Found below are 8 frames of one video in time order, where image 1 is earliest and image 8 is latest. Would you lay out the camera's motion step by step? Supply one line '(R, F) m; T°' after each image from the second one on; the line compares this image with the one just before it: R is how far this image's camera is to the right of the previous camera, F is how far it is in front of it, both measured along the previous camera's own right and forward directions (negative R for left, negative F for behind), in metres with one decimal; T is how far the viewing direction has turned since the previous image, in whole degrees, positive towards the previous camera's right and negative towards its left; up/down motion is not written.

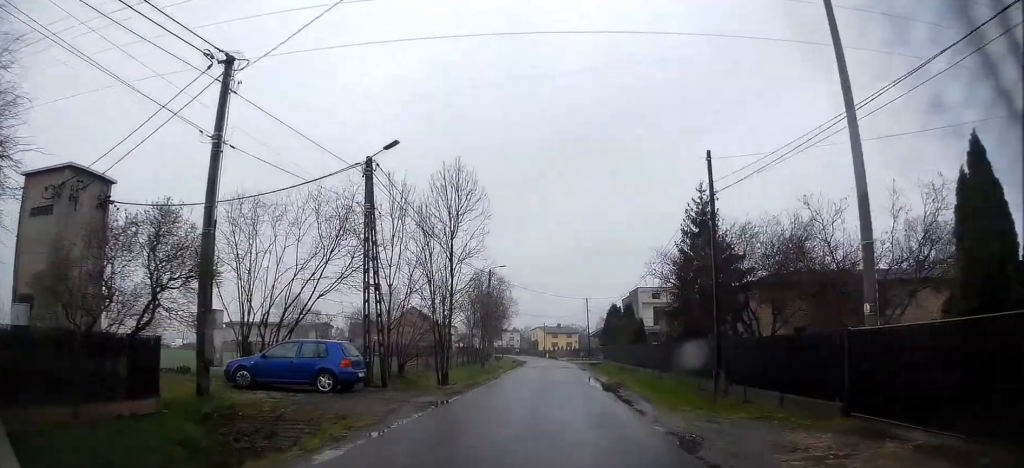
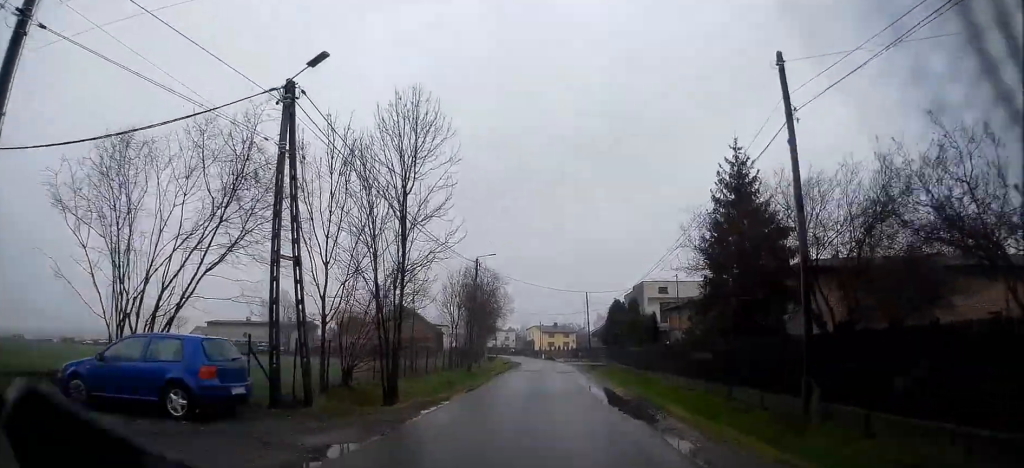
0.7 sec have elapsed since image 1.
(0.0, +6.8) m; +1°
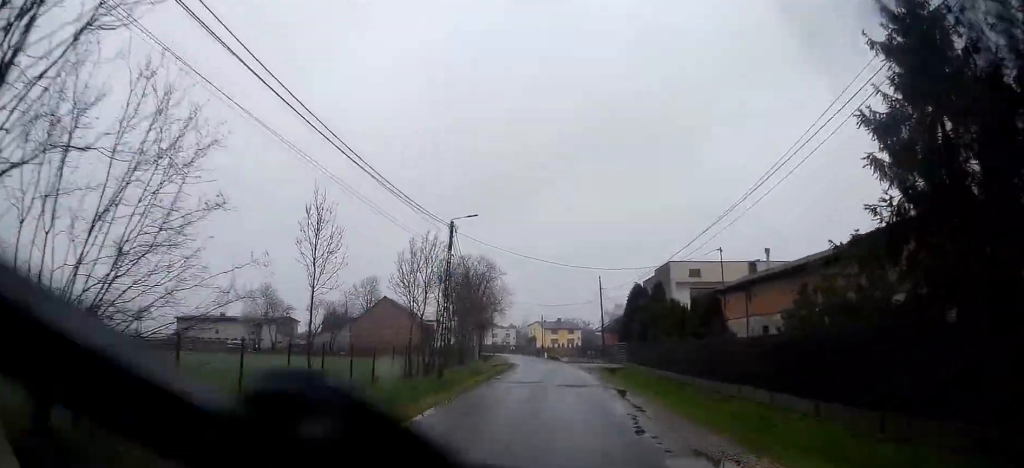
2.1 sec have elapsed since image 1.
(+0.1, +13.3) m; 0°
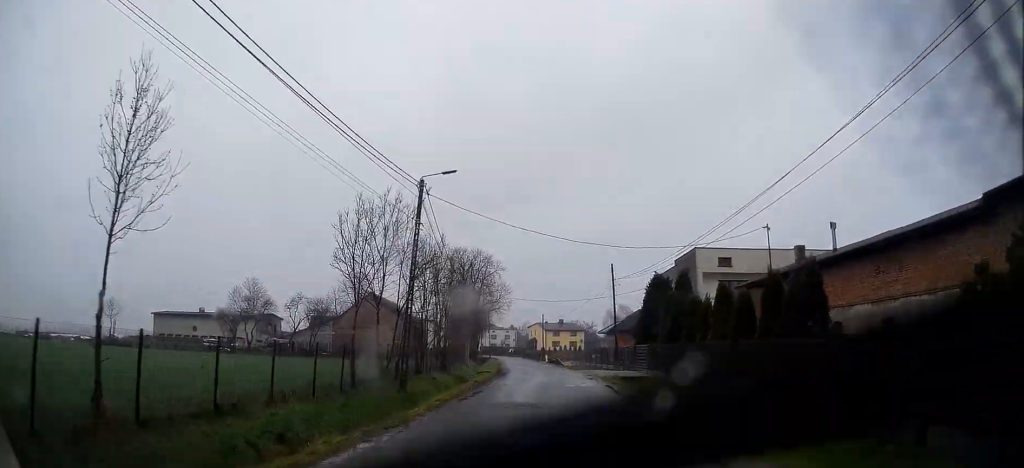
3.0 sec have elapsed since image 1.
(0.0, +8.8) m; 0°
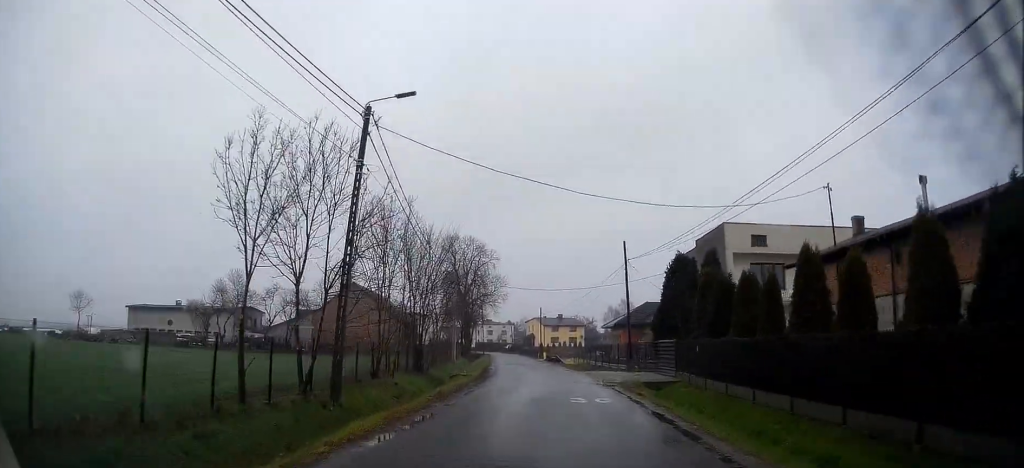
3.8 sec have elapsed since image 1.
(0.0, +7.8) m; 0°
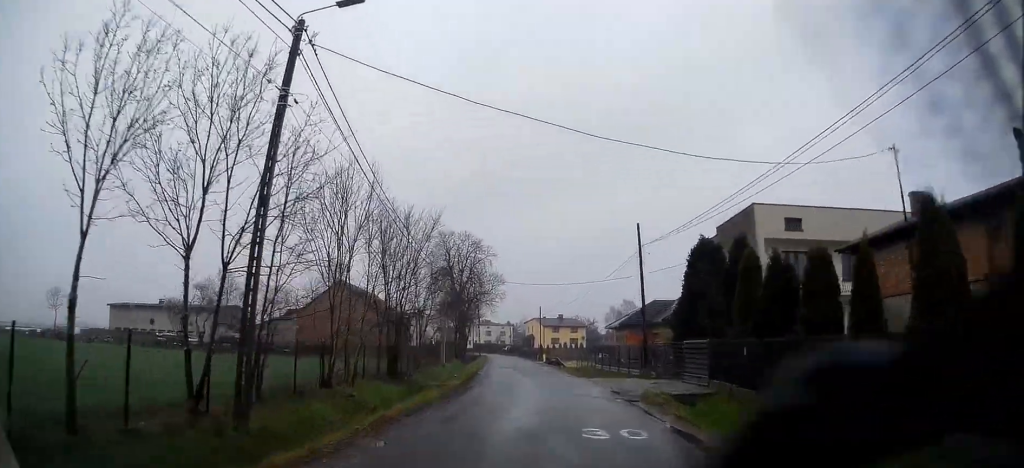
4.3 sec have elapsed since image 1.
(0.0, +5.5) m; 0°
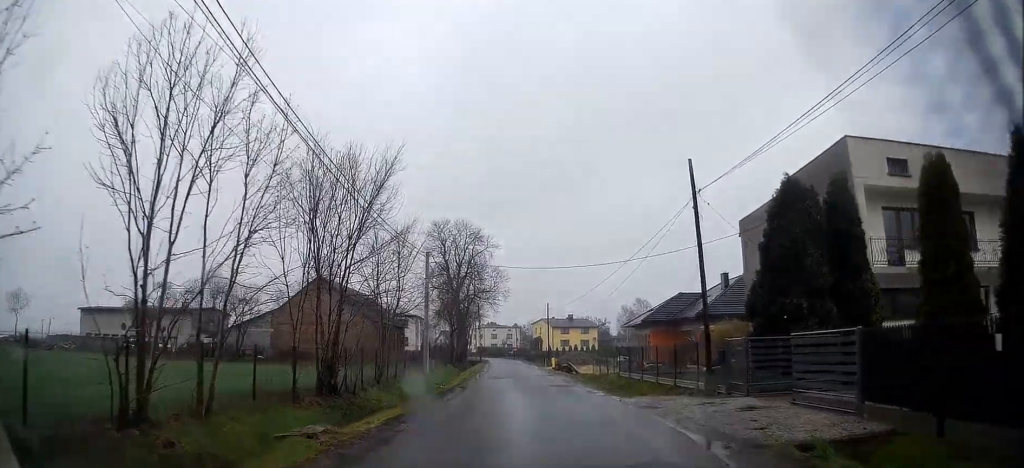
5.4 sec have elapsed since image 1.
(-0.1, +10.1) m; -1°
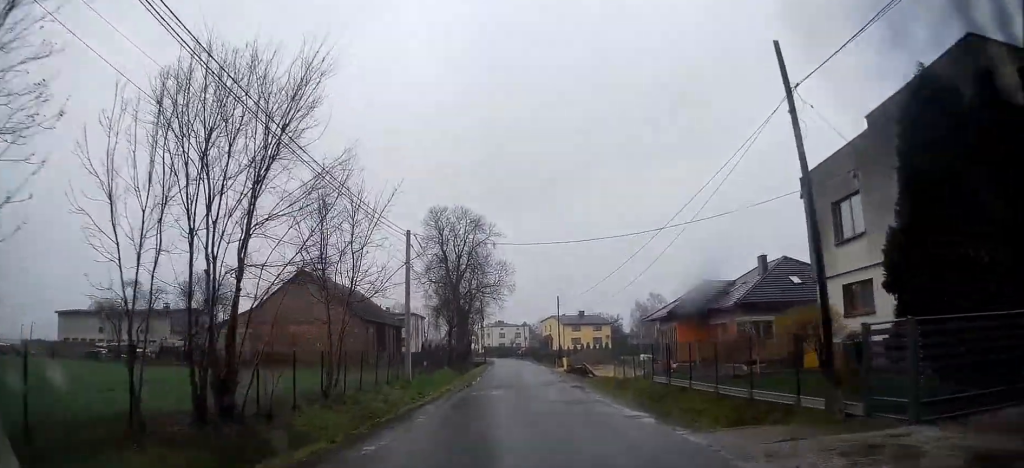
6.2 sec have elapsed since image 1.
(-0.1, +7.8) m; -2°
